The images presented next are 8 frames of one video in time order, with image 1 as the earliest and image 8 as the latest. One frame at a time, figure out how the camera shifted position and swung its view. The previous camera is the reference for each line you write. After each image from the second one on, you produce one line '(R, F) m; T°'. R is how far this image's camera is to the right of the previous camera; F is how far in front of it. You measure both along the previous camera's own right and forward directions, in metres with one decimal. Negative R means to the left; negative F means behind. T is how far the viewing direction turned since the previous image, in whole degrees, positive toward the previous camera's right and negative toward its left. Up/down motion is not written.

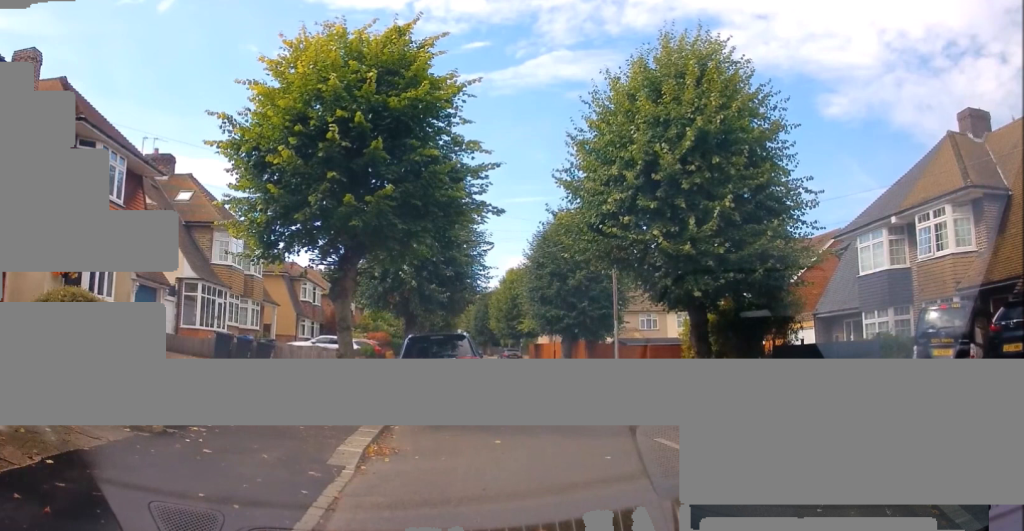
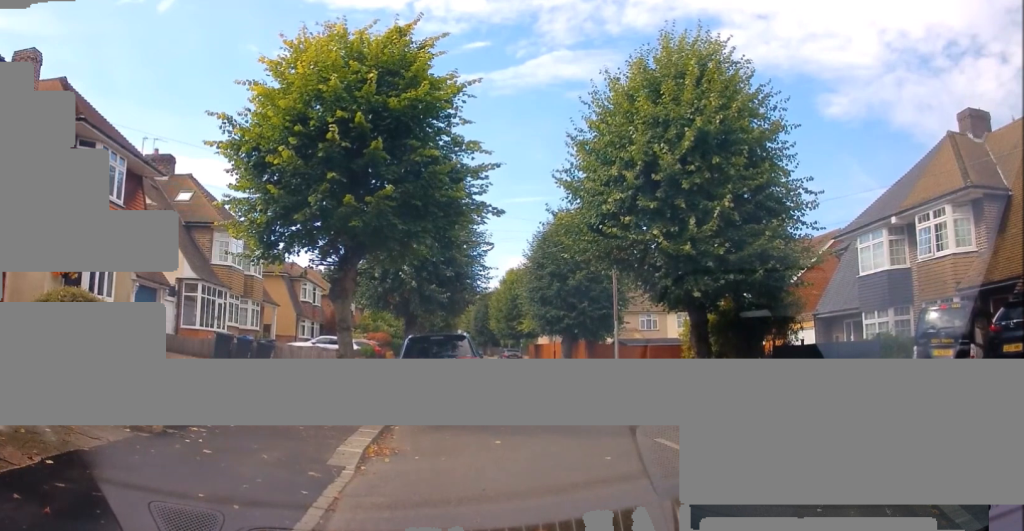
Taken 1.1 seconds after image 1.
(0.0, 0.0) m; 0°
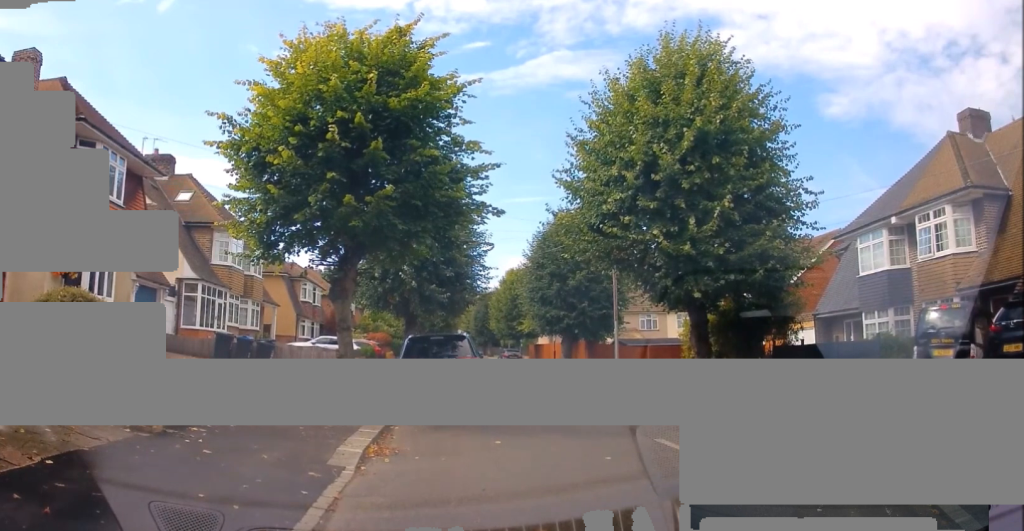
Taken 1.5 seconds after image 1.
(0.0, 0.0) m; 0°
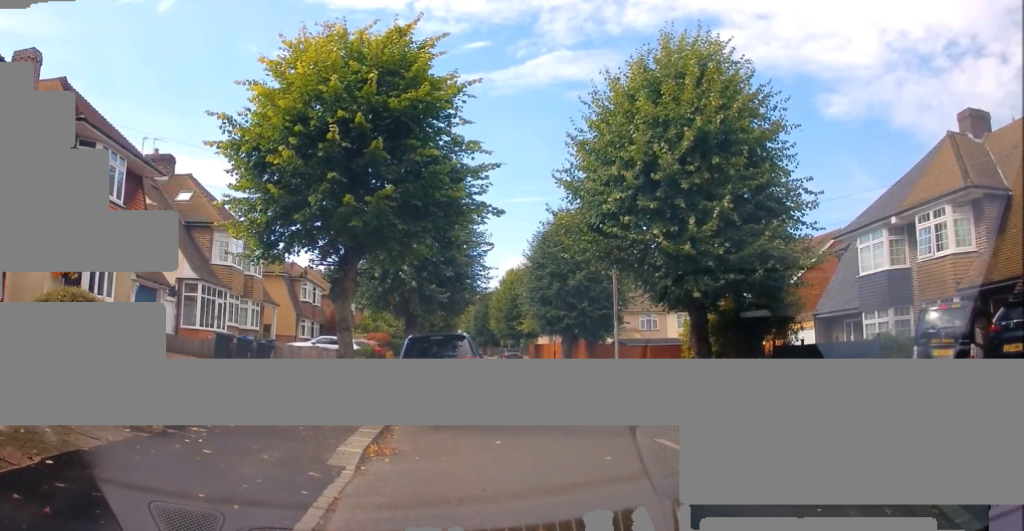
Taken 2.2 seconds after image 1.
(0.0, 0.0) m; 0°
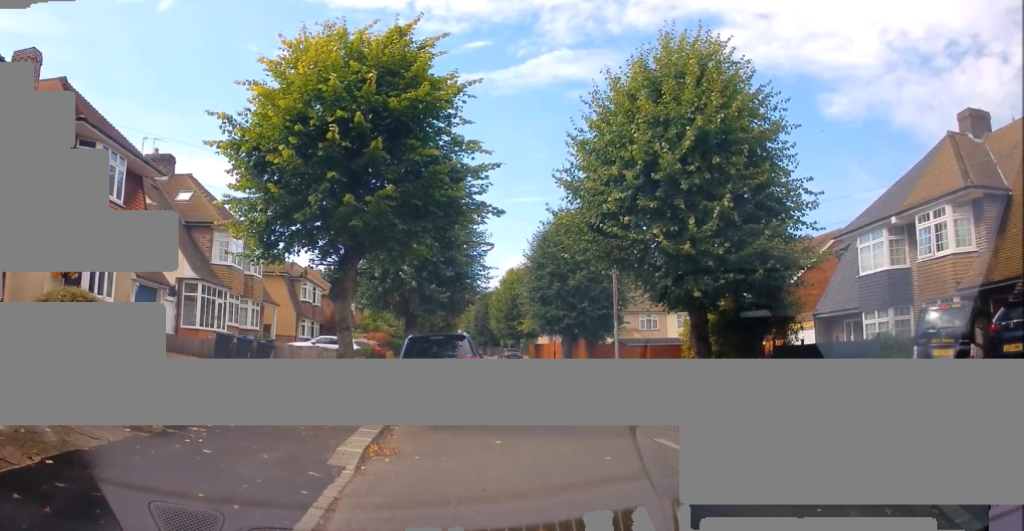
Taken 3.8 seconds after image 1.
(0.0, 0.0) m; 0°
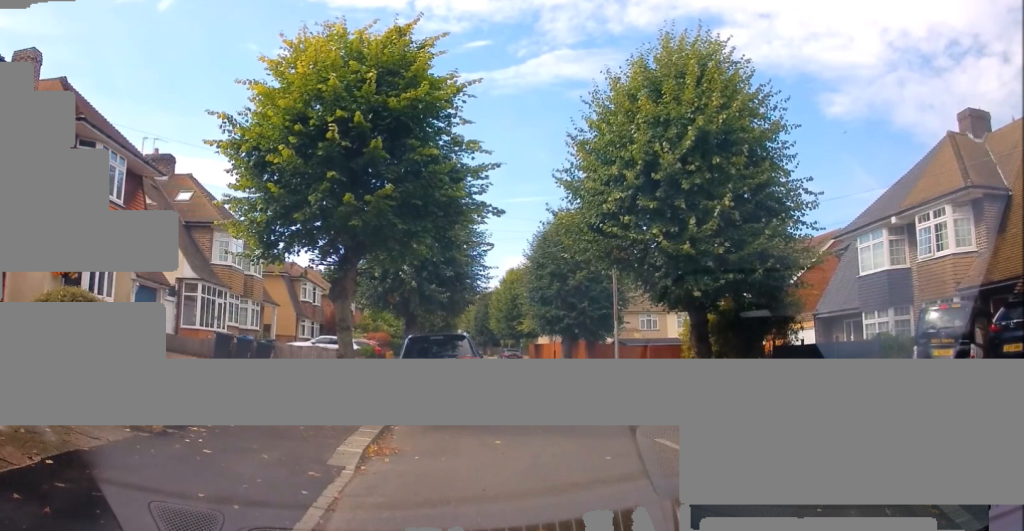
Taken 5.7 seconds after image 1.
(0.0, 0.0) m; 0°
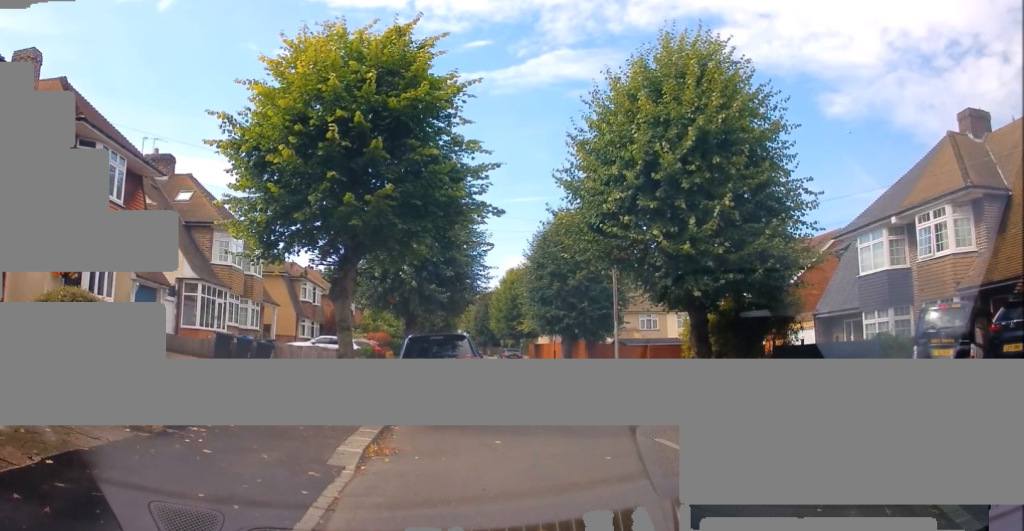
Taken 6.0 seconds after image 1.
(0.0, 0.0) m; 0°
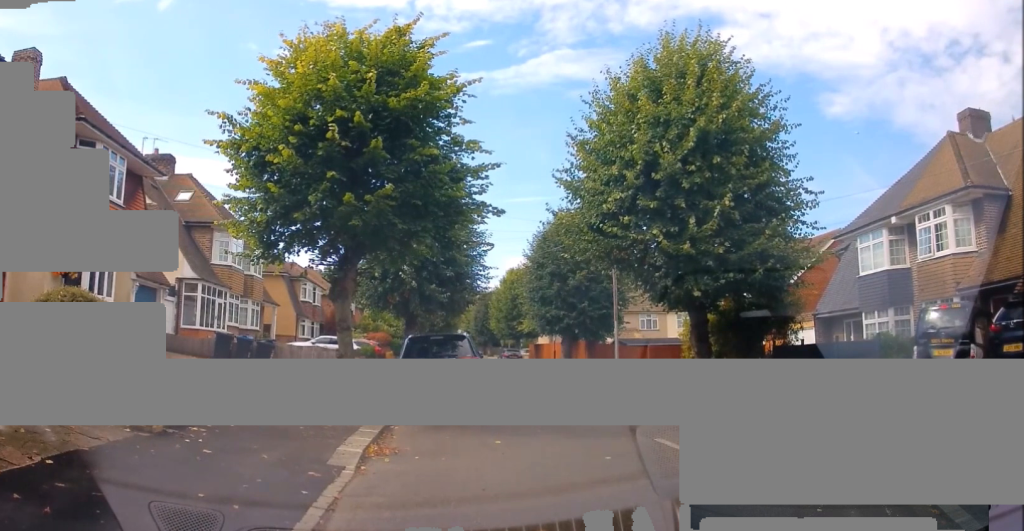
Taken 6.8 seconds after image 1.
(0.0, 0.0) m; 0°
